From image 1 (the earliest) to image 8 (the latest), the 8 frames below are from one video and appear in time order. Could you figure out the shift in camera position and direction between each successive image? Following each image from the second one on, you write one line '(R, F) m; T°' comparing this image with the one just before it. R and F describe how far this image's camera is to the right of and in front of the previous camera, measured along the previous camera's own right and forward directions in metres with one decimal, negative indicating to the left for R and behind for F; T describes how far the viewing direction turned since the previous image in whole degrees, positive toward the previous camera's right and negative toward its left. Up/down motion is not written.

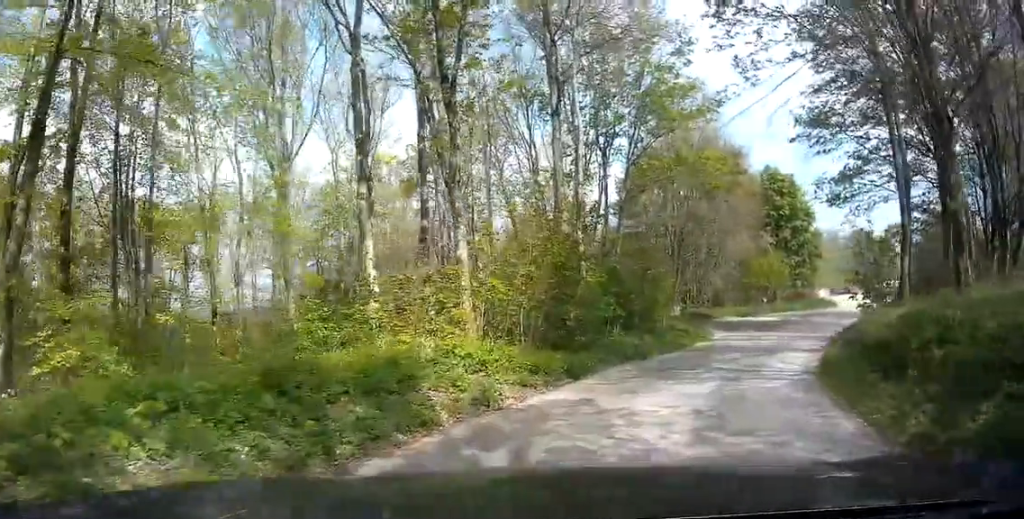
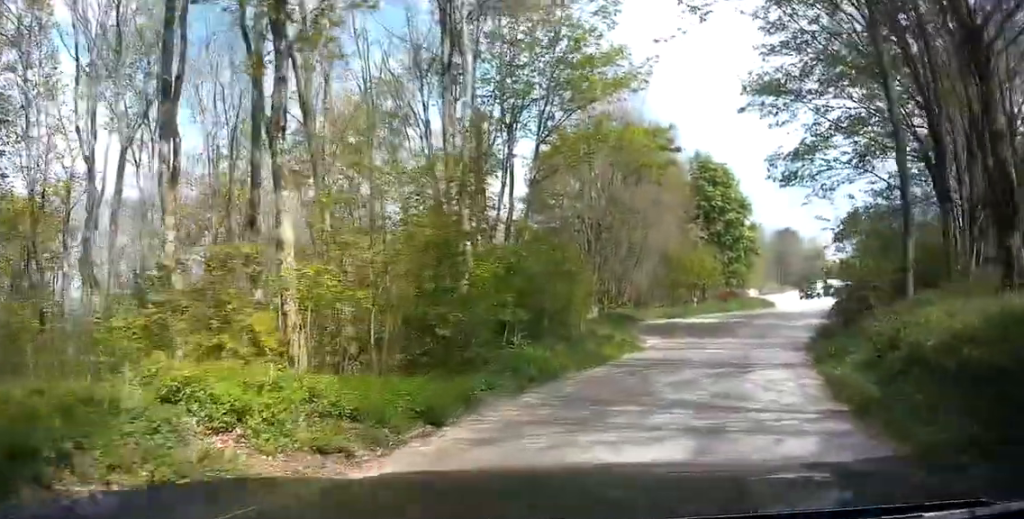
(0.0, +3.5) m; -2°
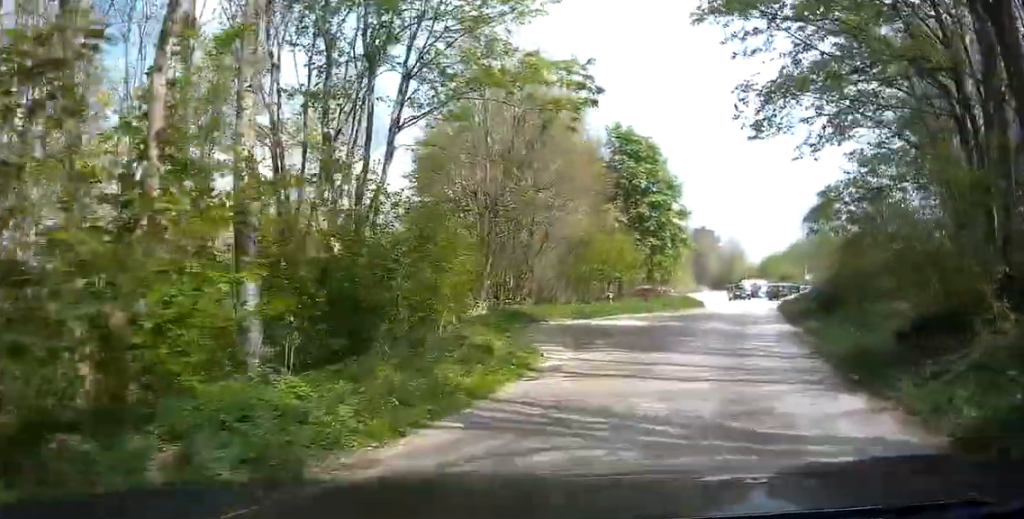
(-0.2, +5.4) m; -1°
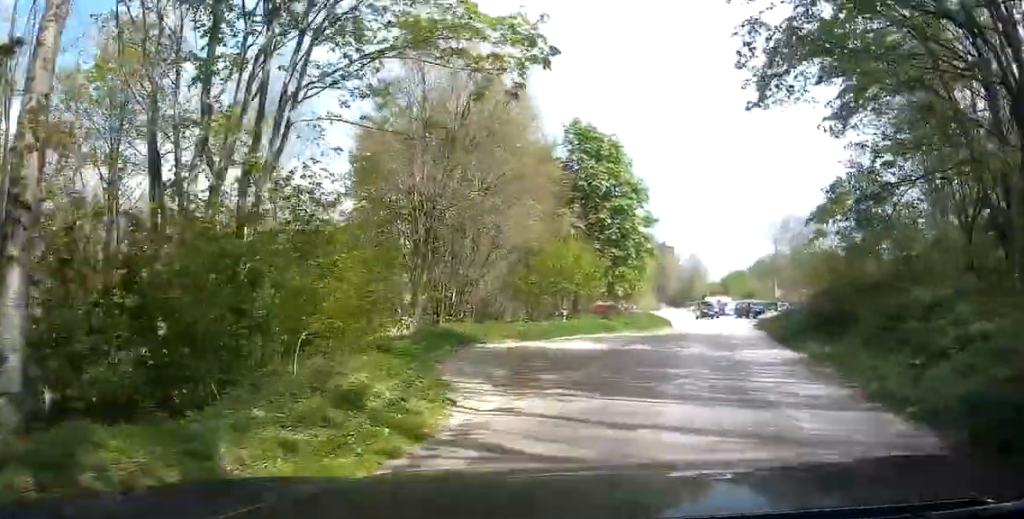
(+0.1, +3.2) m; +12°
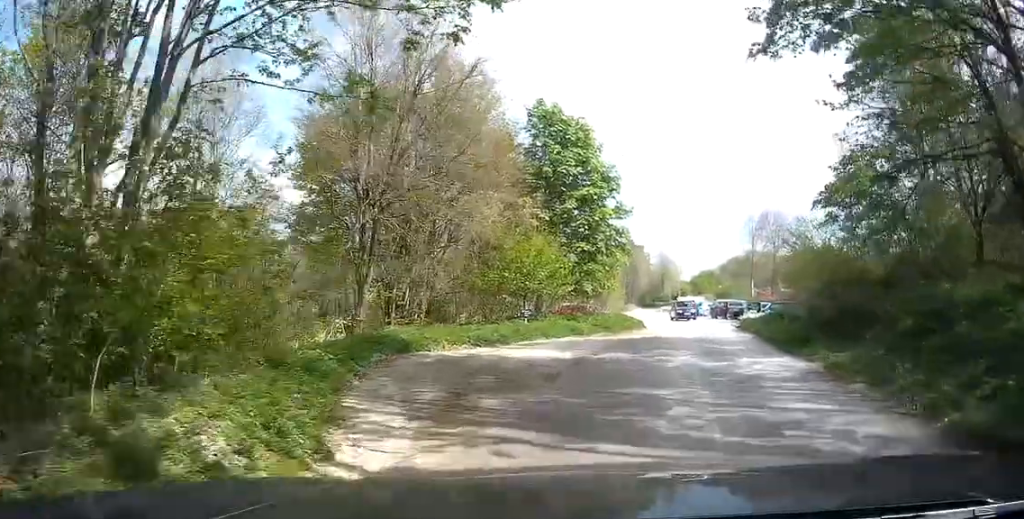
(-0.2, +2.1) m; +13°
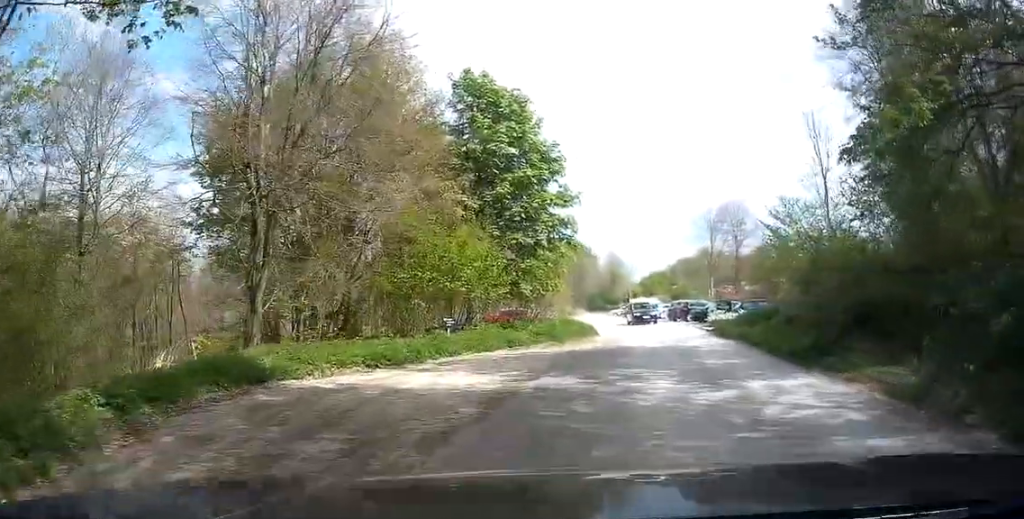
(+1.3, +4.2) m; +14°
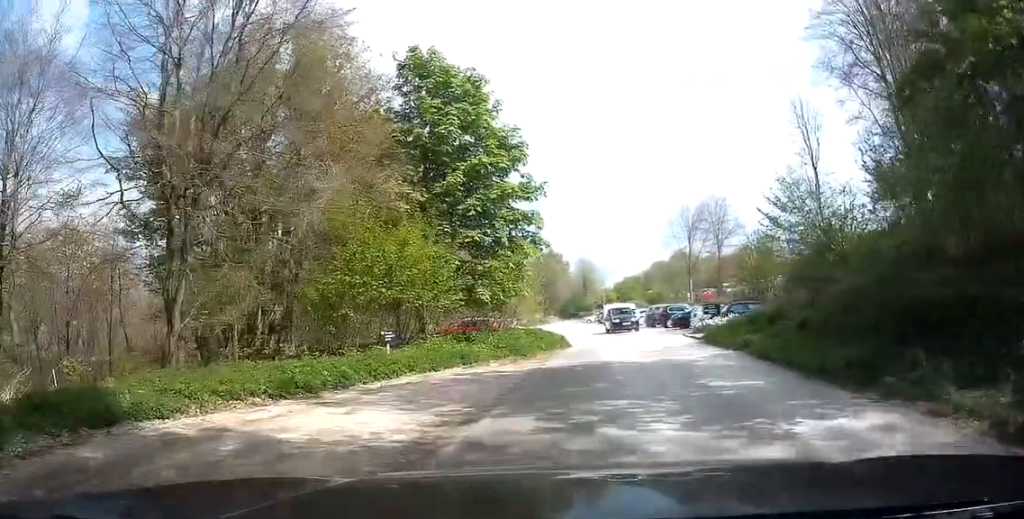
(+0.1, +4.0) m; +5°
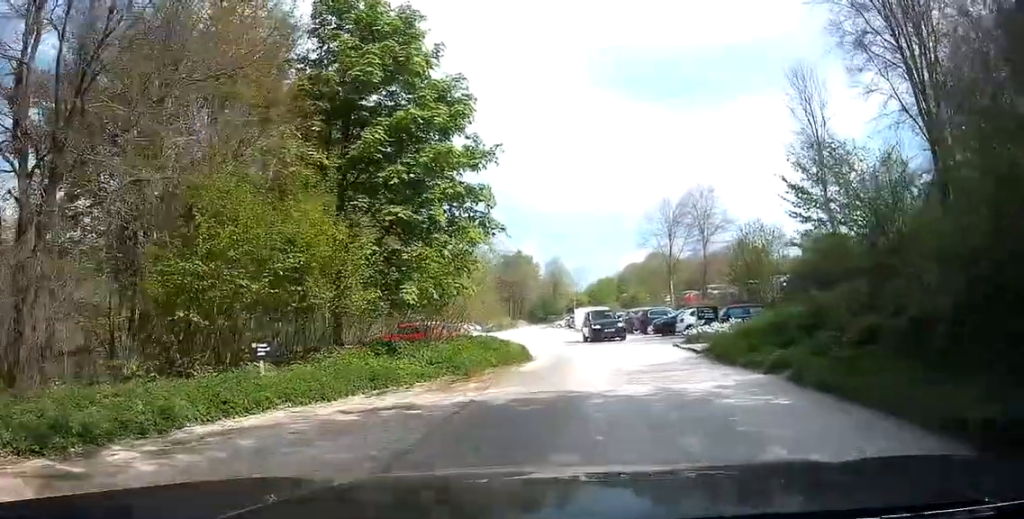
(+0.3, +7.1) m; +4°
